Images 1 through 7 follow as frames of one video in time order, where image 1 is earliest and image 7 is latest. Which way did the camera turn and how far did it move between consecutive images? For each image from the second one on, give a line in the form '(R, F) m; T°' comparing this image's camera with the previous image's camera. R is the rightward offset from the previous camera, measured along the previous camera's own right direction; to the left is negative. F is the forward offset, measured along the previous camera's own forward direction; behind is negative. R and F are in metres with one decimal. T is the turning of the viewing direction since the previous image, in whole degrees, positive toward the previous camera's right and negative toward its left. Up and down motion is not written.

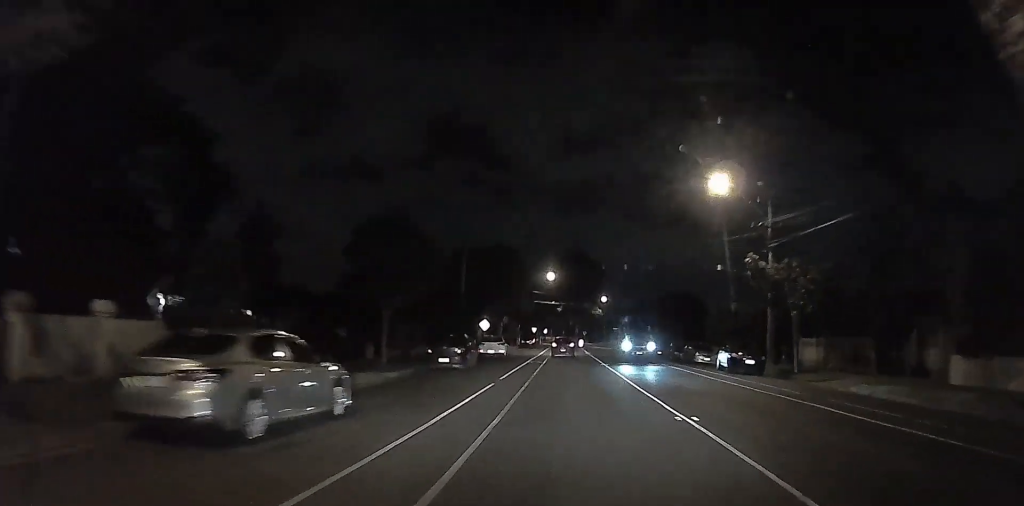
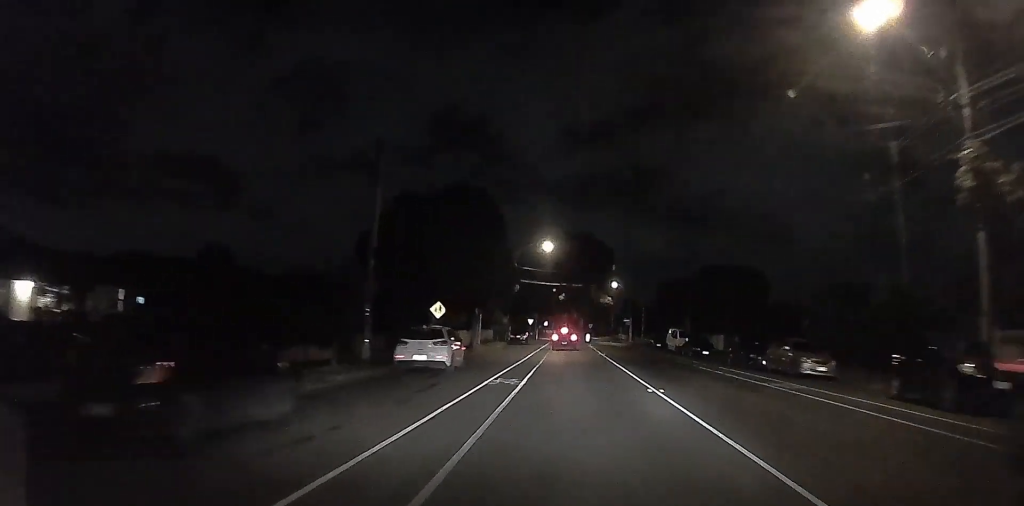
(-0.7, +17.0) m; -4°
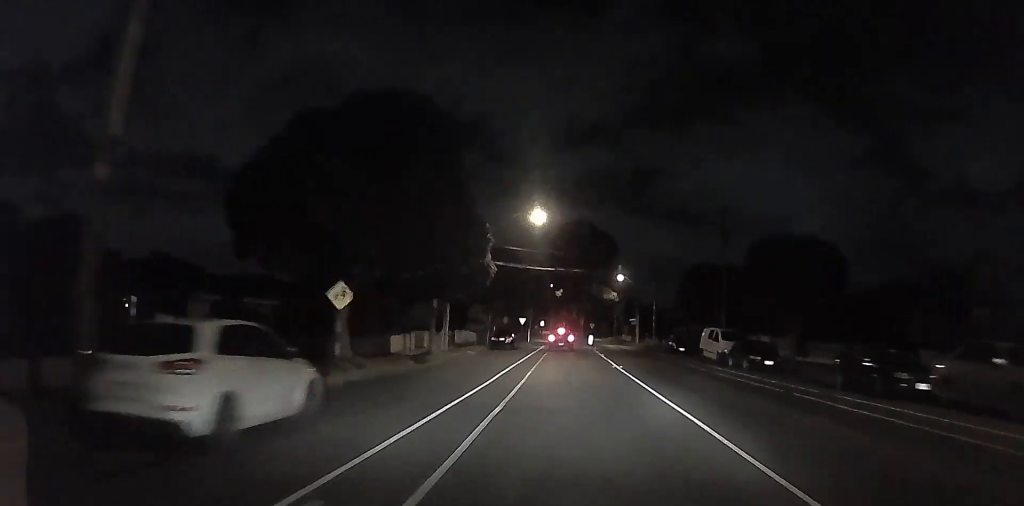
(-0.2, +10.9) m; -1°
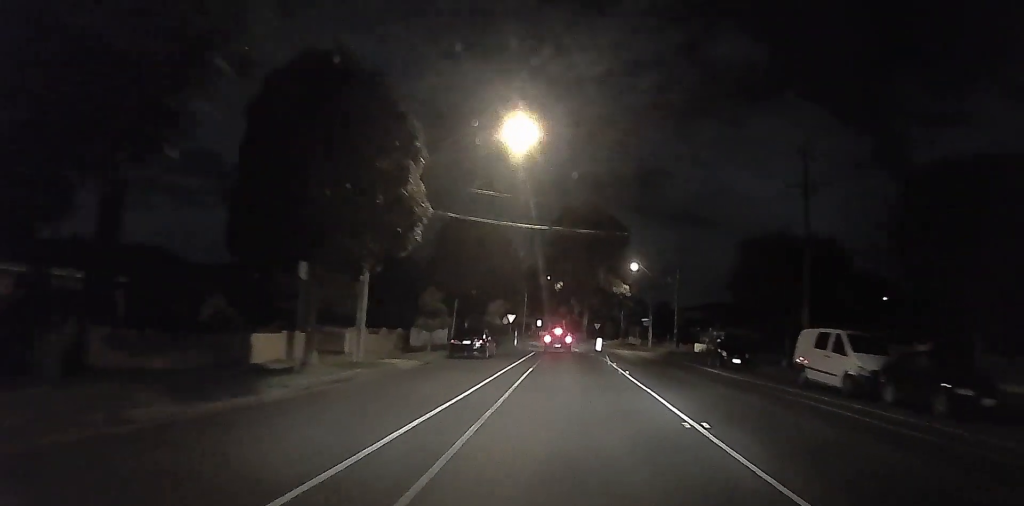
(0.0, +13.0) m; +1°
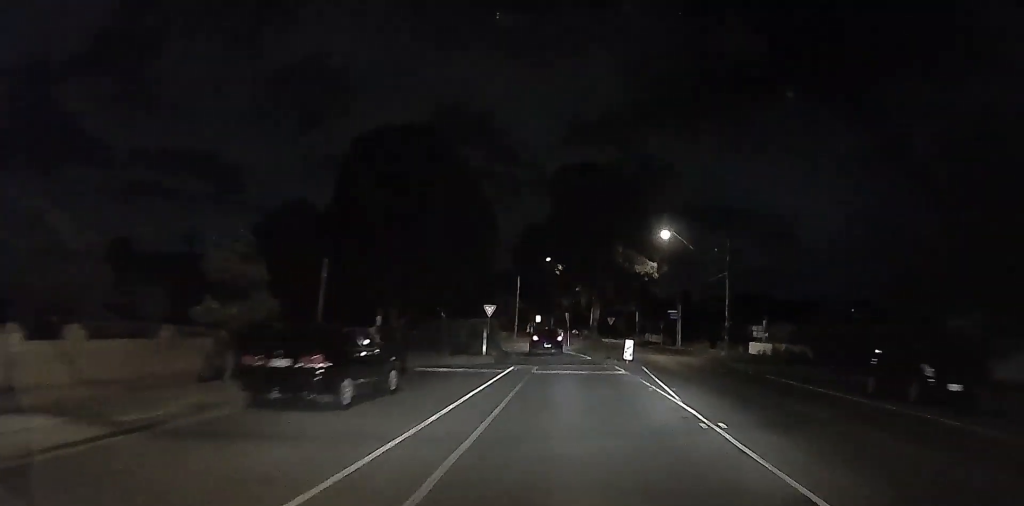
(+0.4, +14.5) m; 0°
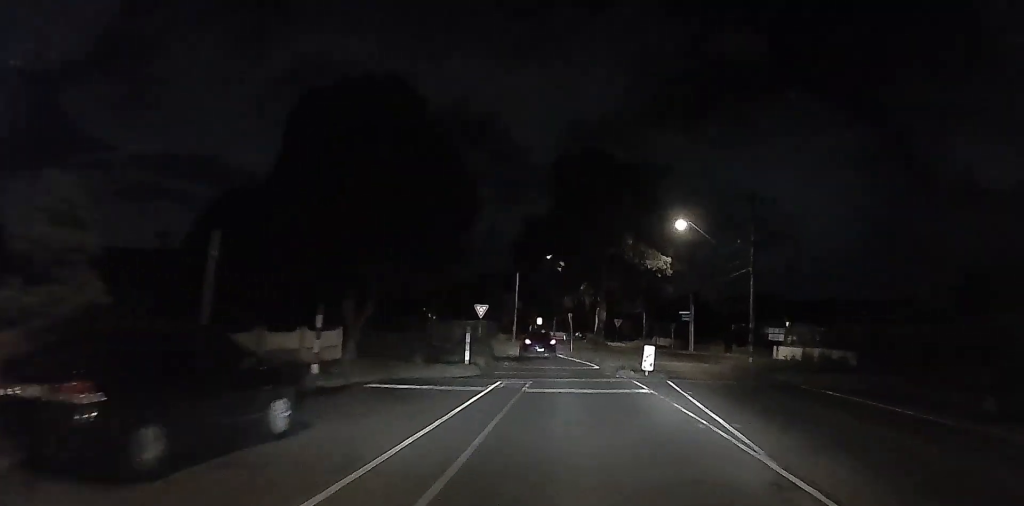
(0.0, +4.1) m; -2°
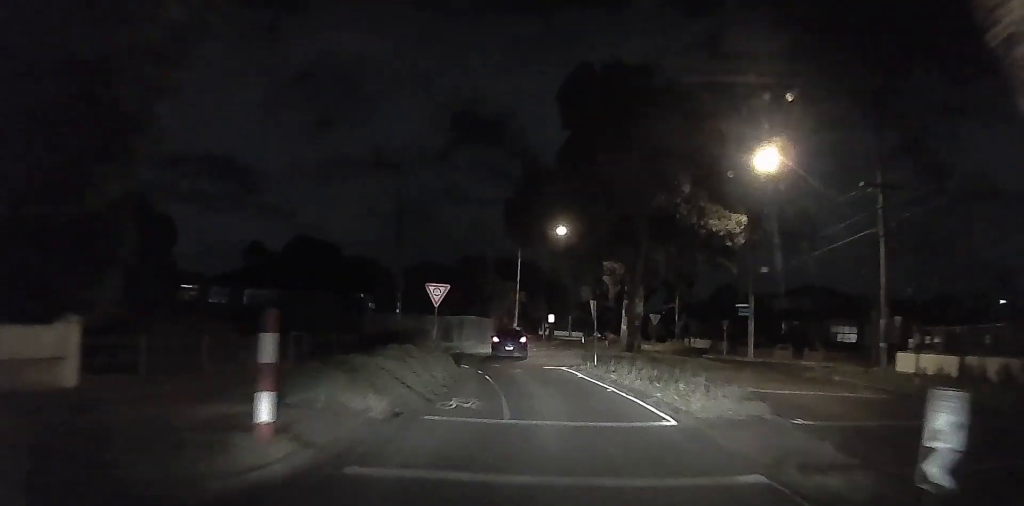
(-0.4, +14.0) m; +4°
